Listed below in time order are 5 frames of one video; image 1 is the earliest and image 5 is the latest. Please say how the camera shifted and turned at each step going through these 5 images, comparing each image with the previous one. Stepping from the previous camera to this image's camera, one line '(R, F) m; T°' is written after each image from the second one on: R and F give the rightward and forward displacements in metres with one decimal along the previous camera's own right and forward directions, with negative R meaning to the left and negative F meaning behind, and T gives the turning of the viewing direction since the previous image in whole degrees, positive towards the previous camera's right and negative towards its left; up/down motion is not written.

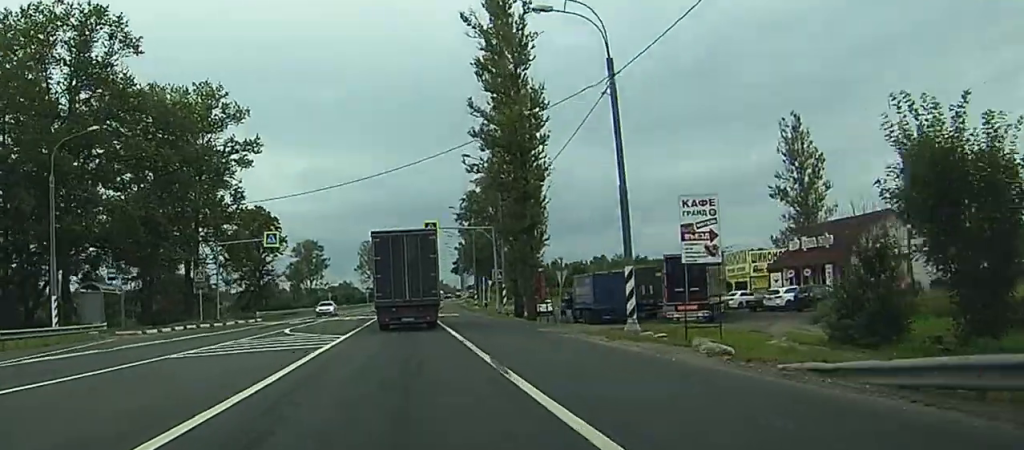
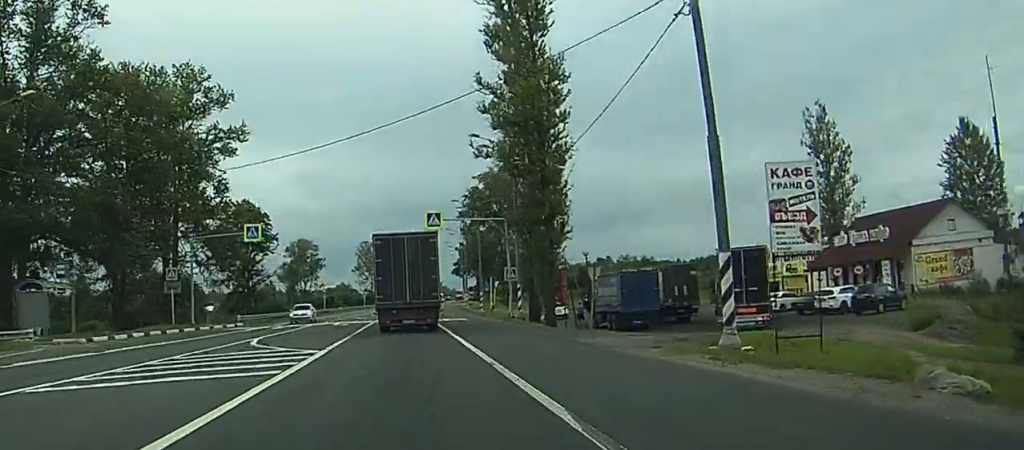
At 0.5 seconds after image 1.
(0.0, +8.6) m; 0°
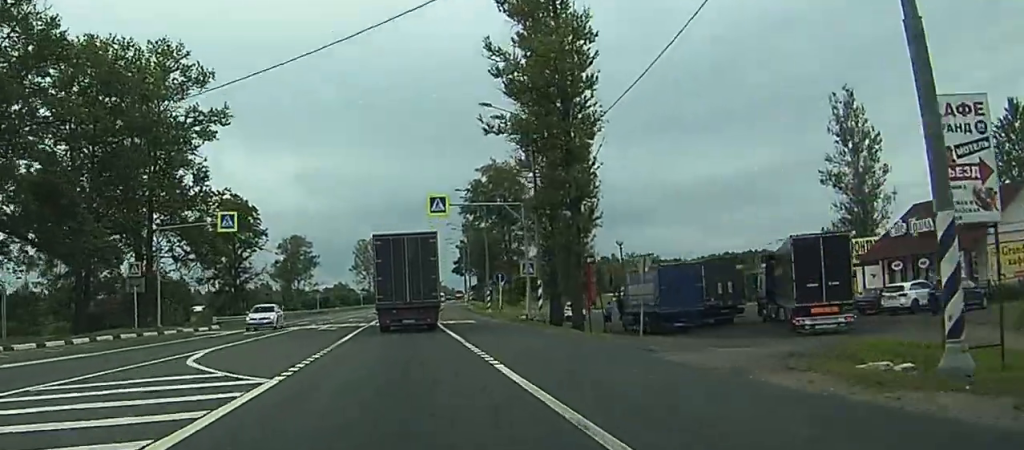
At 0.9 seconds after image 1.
(+0.1, +8.6) m; 0°
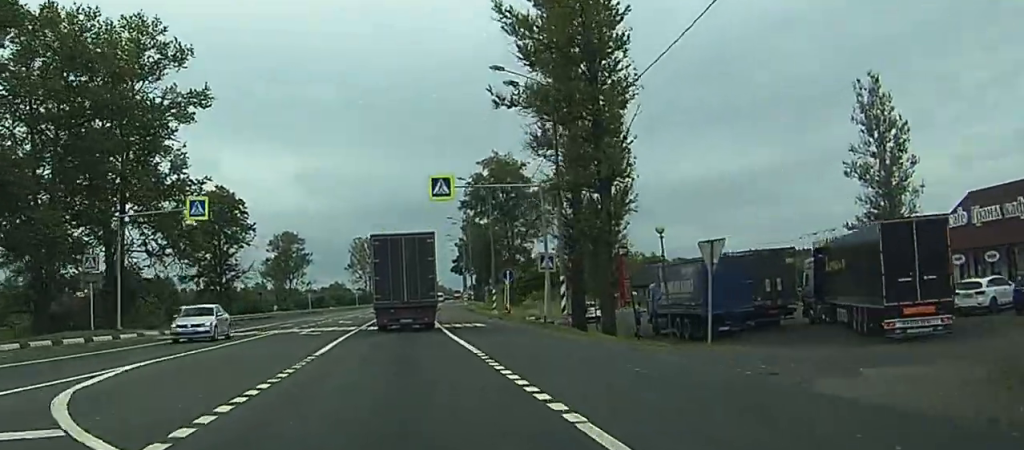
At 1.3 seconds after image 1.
(0.0, +7.4) m; 0°
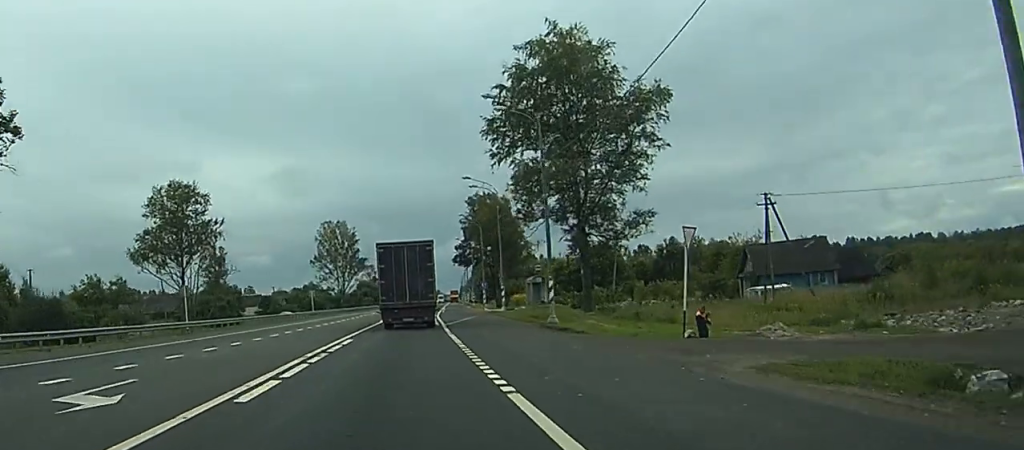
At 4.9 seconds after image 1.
(0.0, +66.1) m; +1°
